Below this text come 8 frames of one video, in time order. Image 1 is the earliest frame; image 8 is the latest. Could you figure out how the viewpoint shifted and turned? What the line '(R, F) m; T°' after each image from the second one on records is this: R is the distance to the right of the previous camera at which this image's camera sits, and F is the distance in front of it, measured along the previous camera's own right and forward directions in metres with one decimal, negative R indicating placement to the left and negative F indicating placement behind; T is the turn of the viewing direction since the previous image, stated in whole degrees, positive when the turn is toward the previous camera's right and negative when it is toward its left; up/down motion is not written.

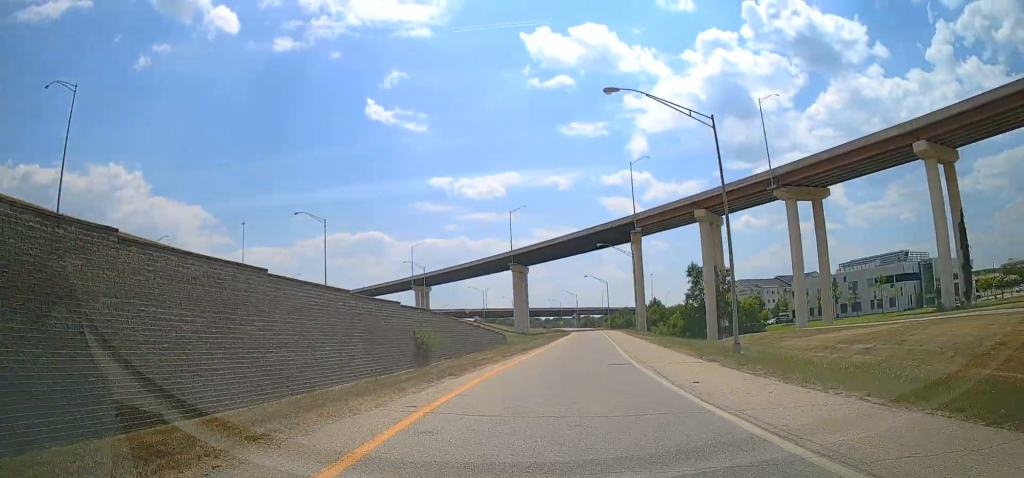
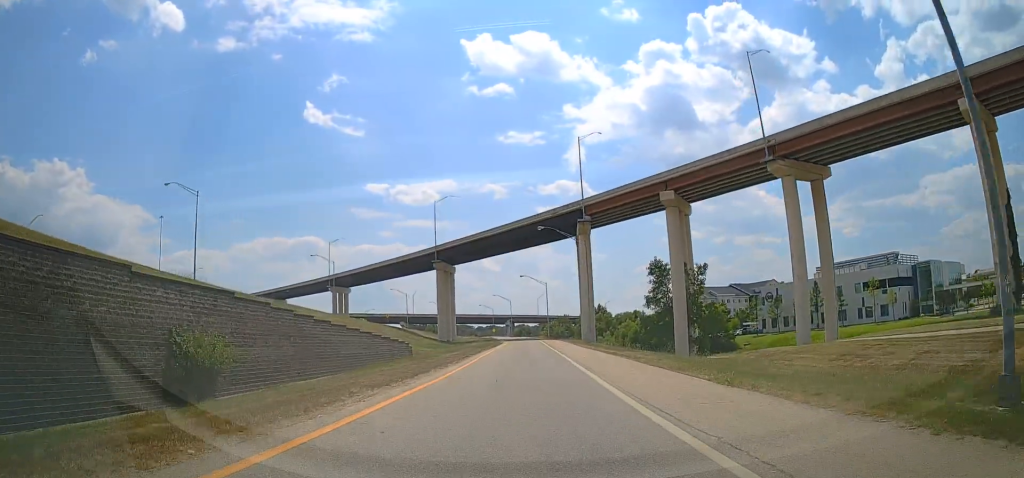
(+2.7, +19.9) m; +8°
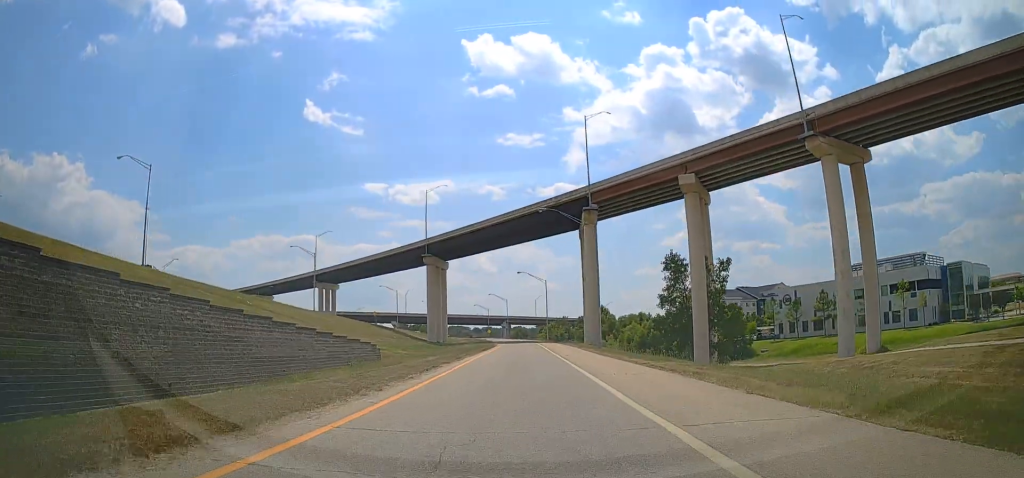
(0.0, +10.4) m; +2°
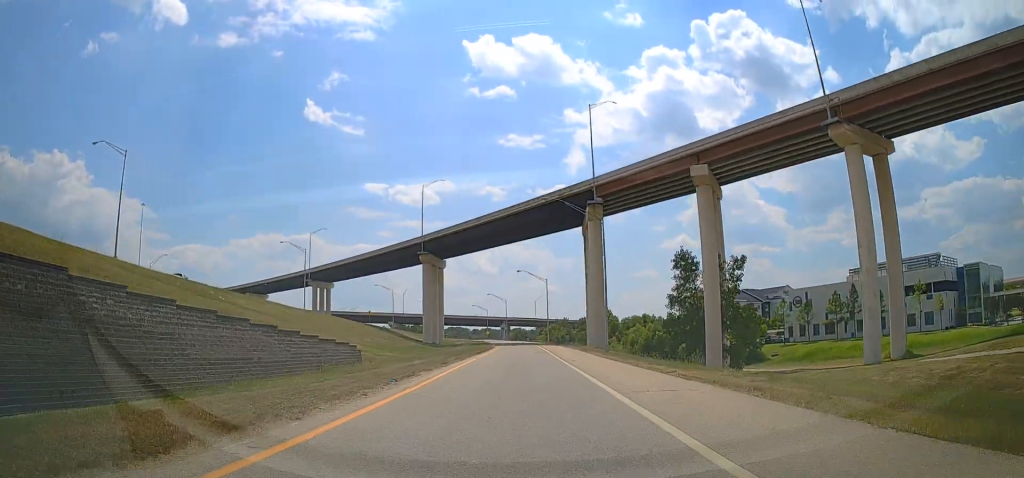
(-0.2, +5.0) m; +1°
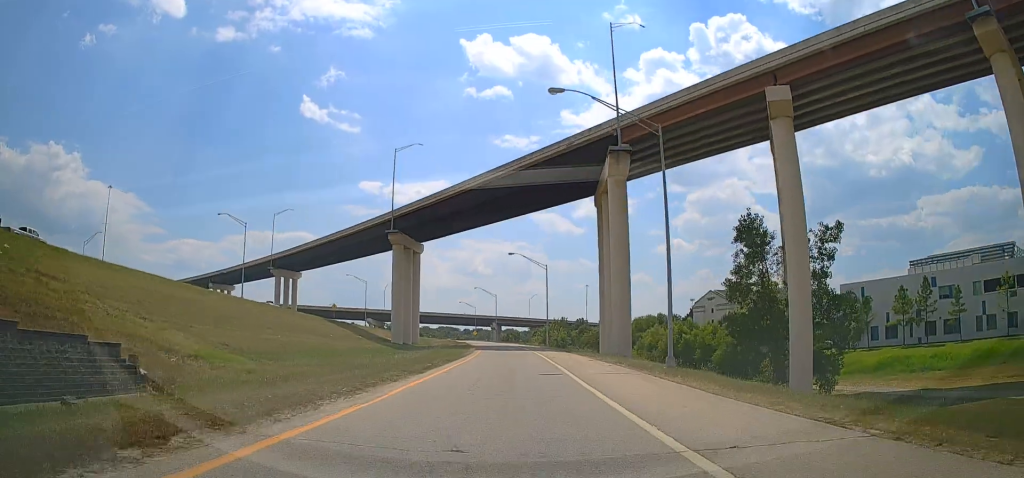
(+1.5, +23.4) m; +6°
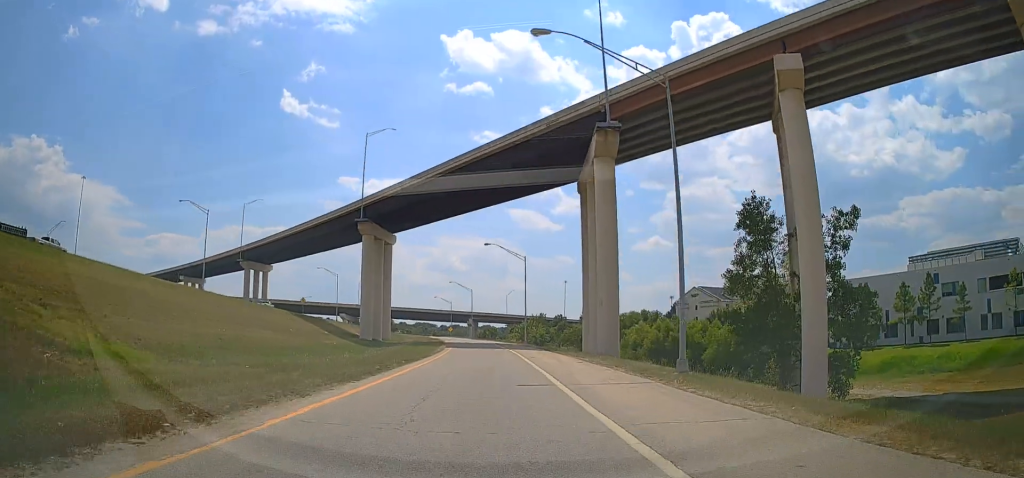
(0.0, +5.5) m; +1°
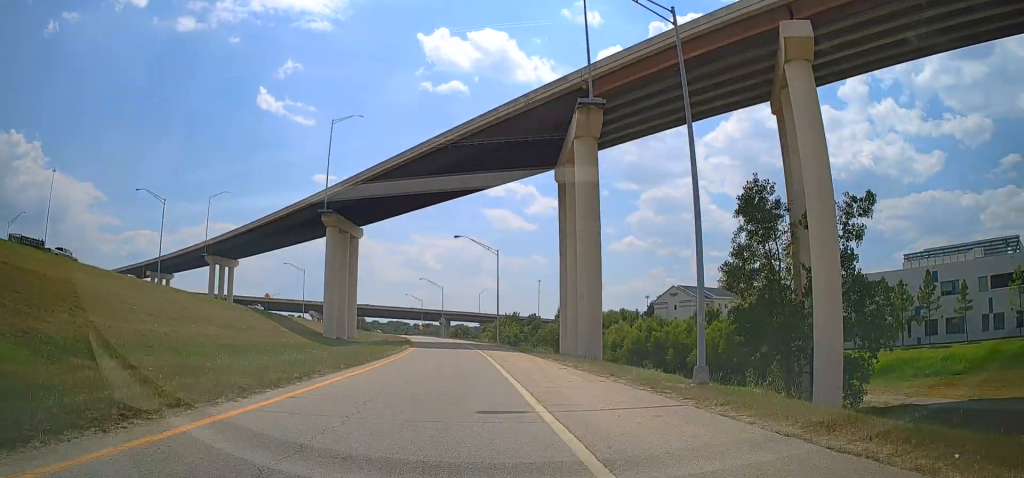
(+0.3, +5.2) m; 0°
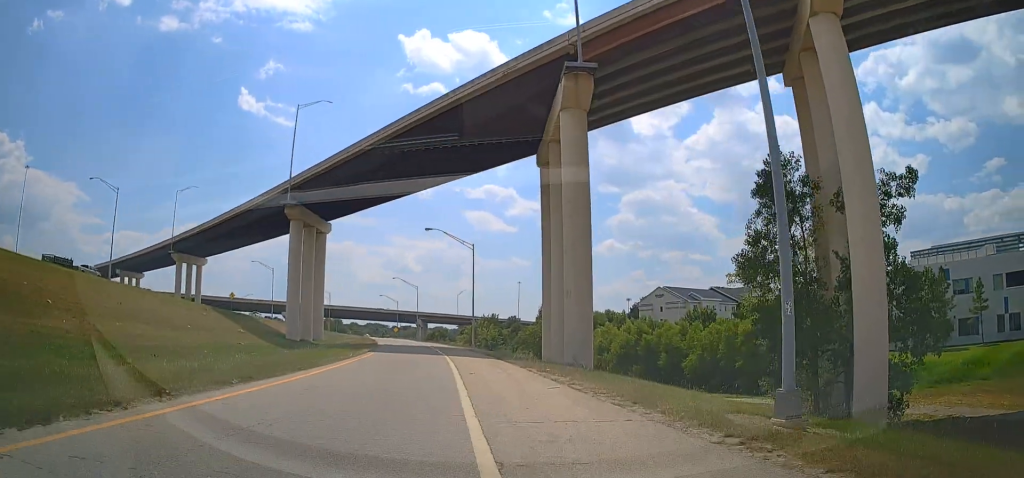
(+0.2, +6.8) m; -1°
